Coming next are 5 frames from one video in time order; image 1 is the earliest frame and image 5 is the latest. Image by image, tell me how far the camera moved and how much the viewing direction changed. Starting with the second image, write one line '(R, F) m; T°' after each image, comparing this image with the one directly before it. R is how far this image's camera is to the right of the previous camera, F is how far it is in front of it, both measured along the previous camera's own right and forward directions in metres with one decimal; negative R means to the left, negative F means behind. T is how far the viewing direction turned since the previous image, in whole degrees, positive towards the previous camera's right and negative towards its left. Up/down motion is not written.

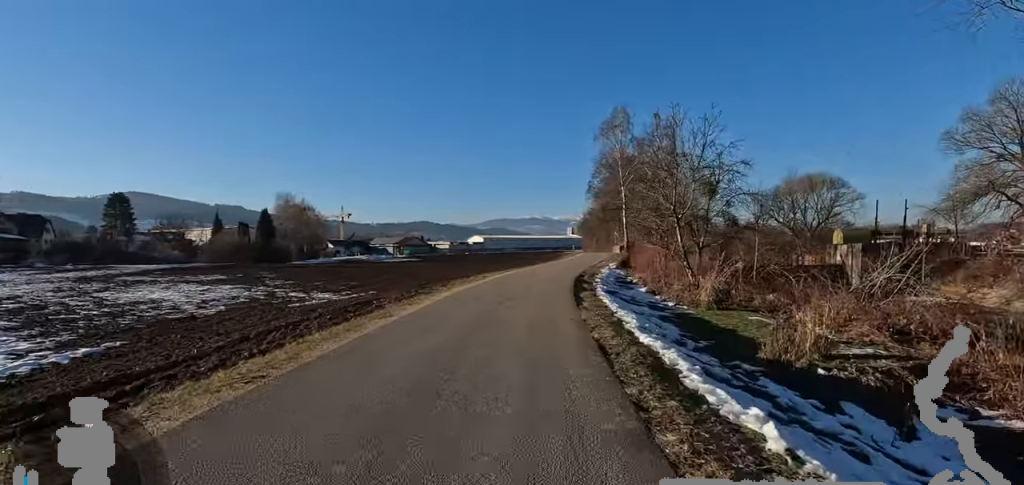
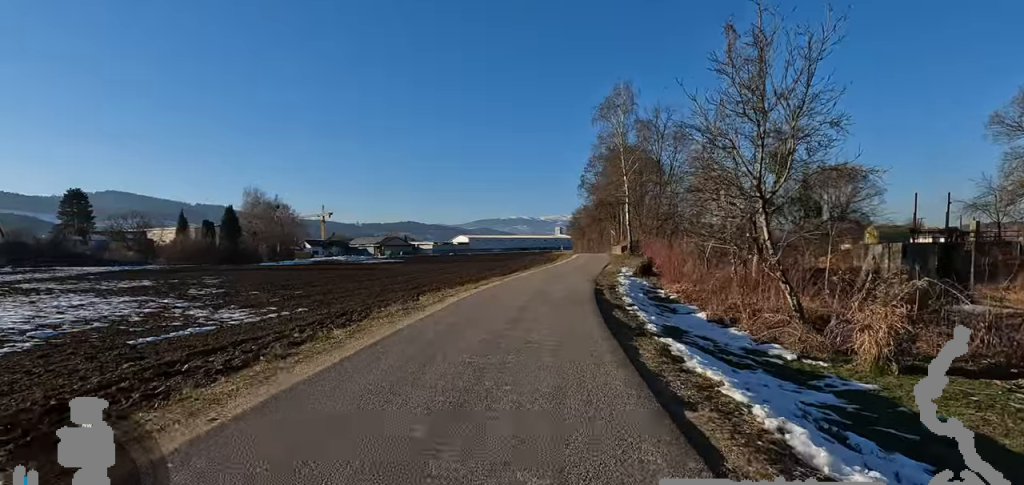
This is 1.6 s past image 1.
(+0.1, +8.3) m; +6°
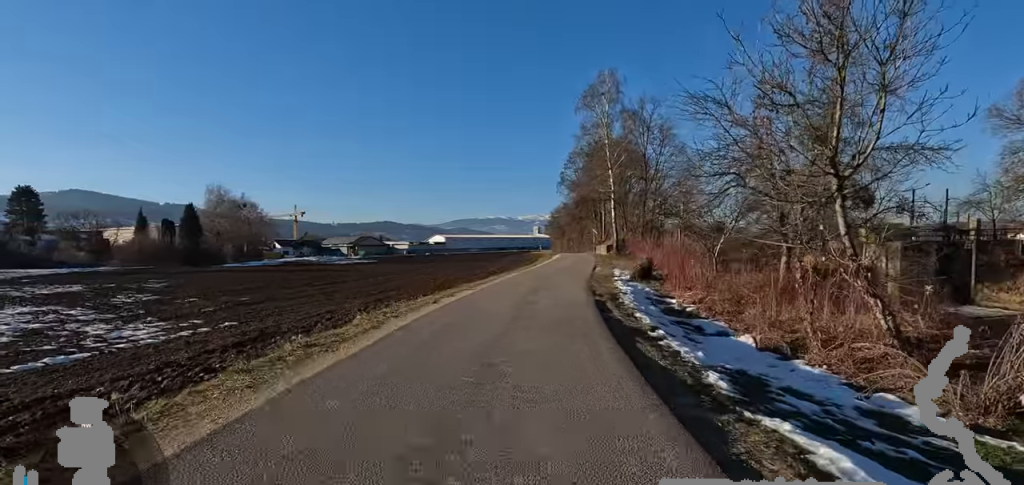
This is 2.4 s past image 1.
(+0.4, +3.8) m; +2°
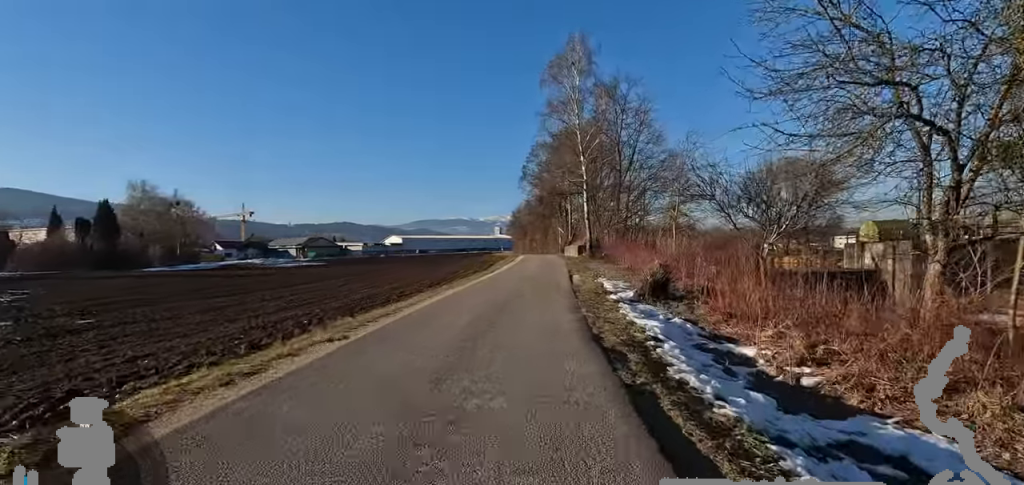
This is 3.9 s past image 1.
(-0.1, +7.8) m; +4°
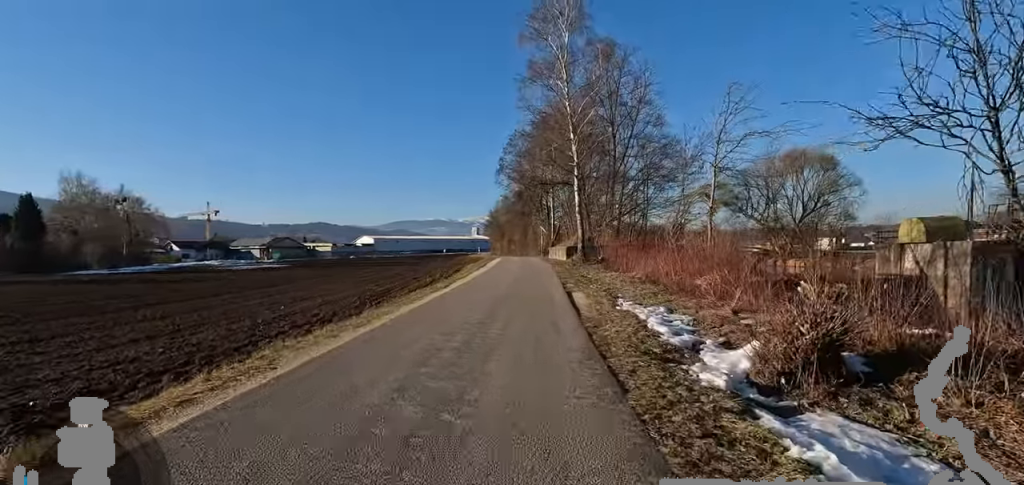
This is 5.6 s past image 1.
(+1.0, +8.3) m; 0°
